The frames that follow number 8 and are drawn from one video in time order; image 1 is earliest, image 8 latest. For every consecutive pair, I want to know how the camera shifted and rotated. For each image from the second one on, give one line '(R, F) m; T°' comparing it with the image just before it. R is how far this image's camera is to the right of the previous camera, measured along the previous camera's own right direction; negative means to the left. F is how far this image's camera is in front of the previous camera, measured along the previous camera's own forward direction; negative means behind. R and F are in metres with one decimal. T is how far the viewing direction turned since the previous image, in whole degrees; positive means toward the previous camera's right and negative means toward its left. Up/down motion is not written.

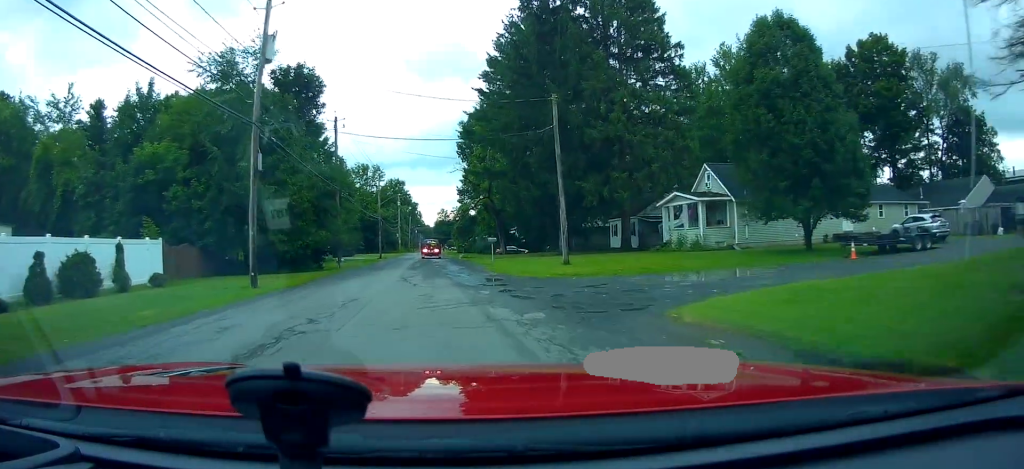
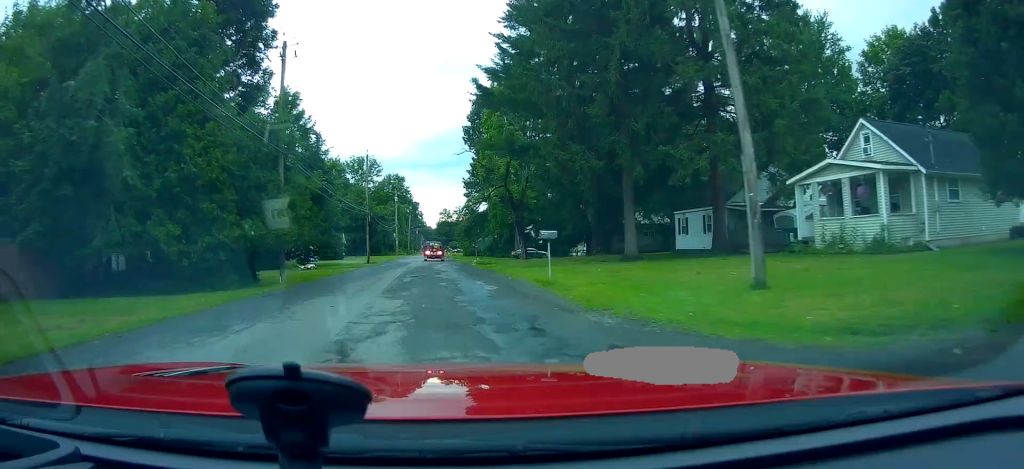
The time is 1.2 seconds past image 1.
(+0.6, +15.0) m; +1°
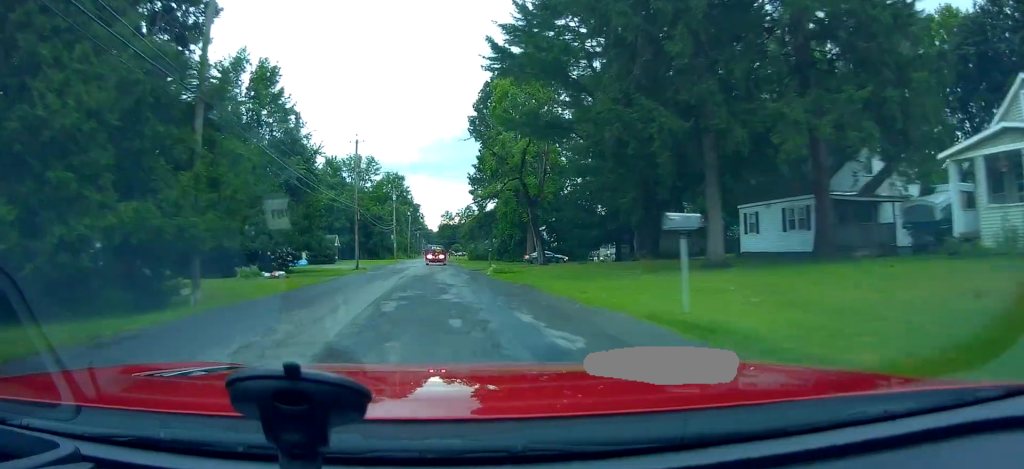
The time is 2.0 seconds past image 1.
(-0.2, +9.1) m; -2°
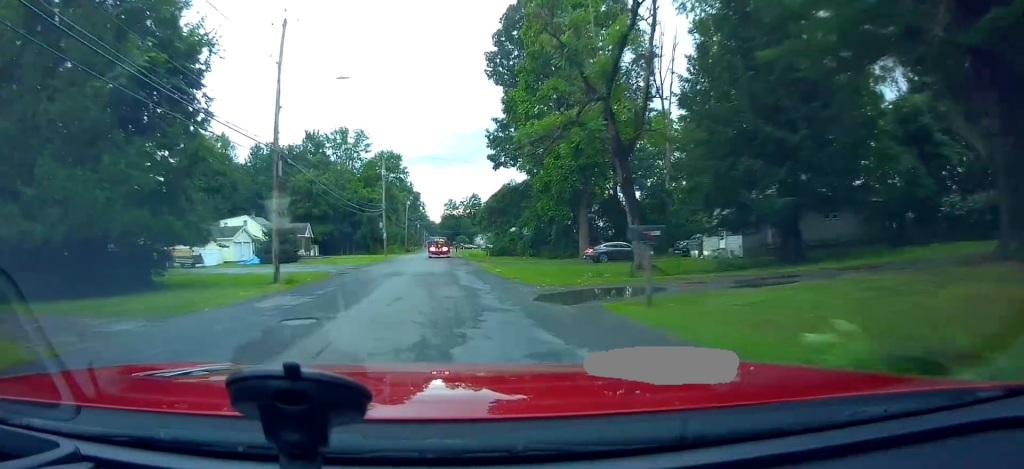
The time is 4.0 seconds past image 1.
(-0.7, +23.9) m; -2°
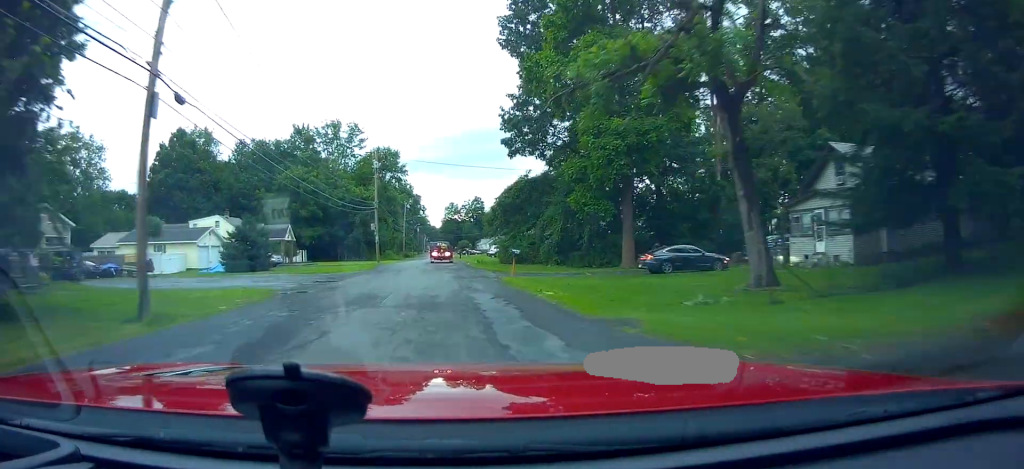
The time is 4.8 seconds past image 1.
(0.0, +10.4) m; +2°
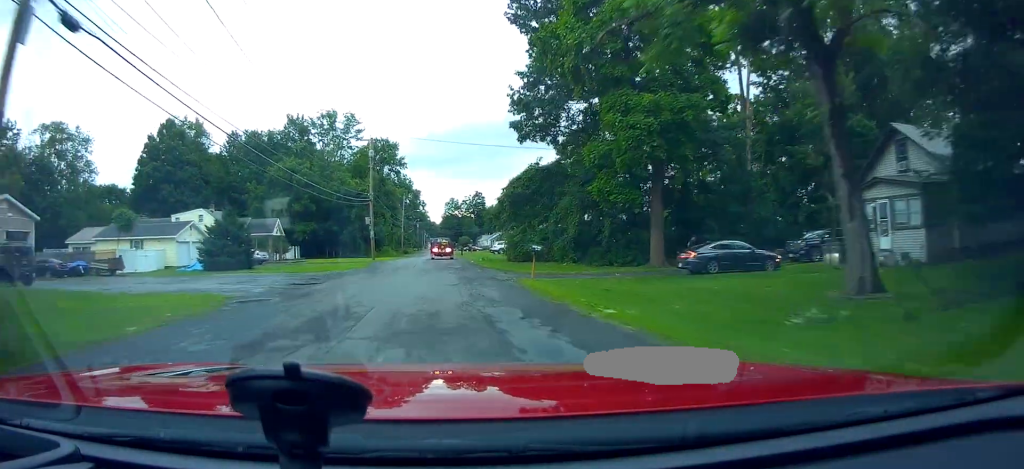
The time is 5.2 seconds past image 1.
(-0.1, +4.8) m; +1°
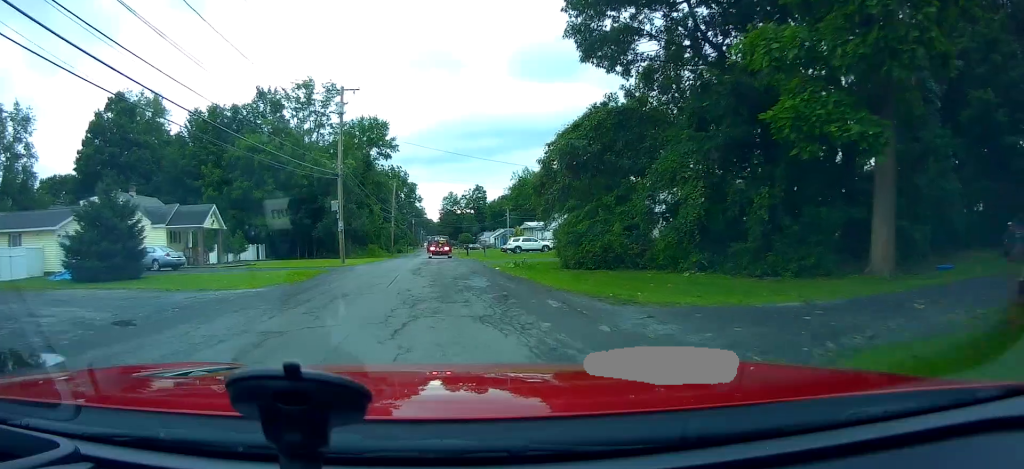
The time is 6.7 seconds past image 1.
(+0.2, +17.3) m; 0°
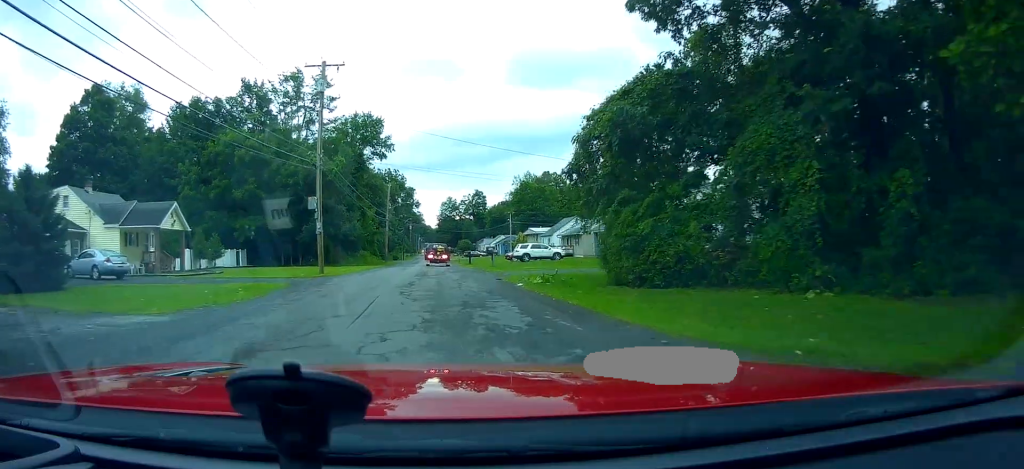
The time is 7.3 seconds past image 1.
(-0.2, +6.5) m; 0°
